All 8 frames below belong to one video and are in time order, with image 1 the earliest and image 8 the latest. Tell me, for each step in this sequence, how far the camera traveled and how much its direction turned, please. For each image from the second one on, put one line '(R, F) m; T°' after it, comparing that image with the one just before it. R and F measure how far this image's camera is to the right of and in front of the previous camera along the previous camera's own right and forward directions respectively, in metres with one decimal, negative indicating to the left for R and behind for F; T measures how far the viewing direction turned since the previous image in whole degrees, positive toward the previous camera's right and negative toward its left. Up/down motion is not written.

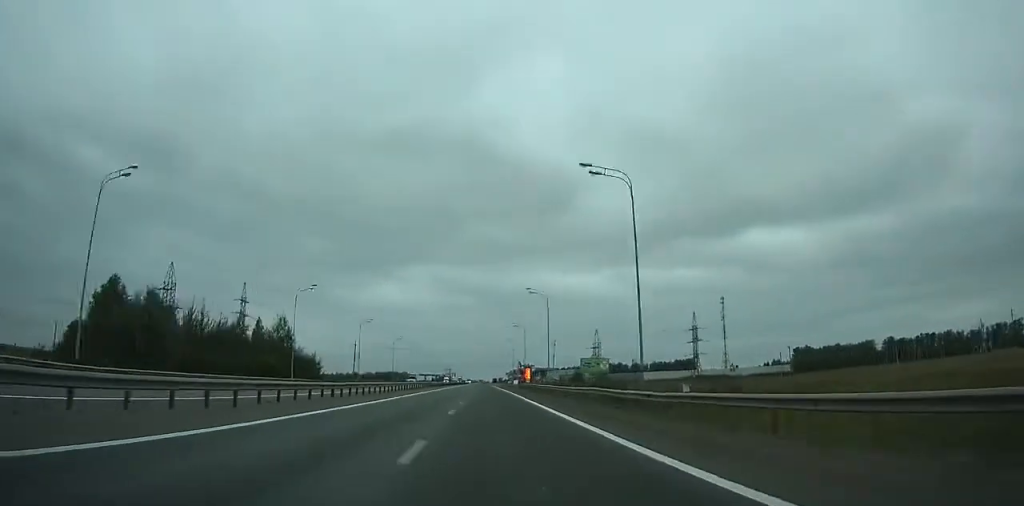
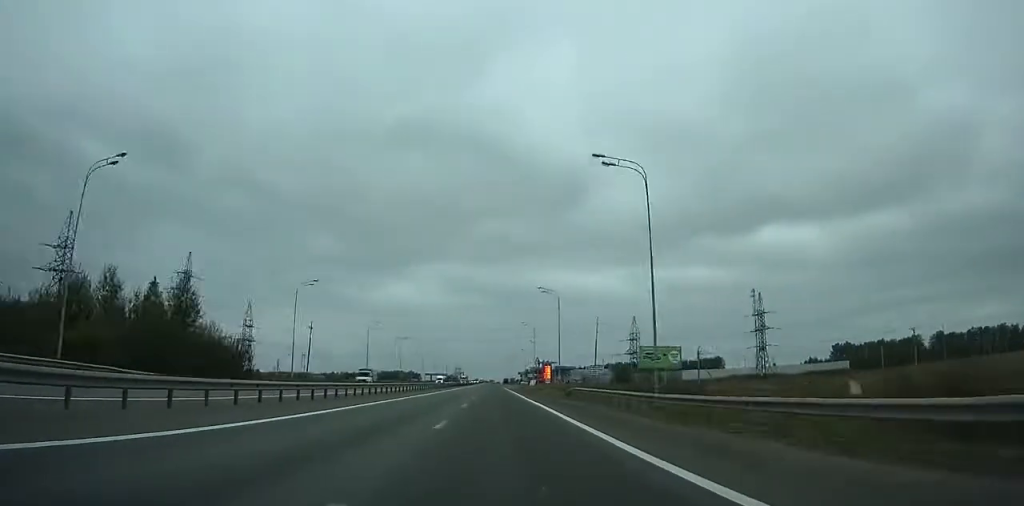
(-0.1, +43.1) m; 0°
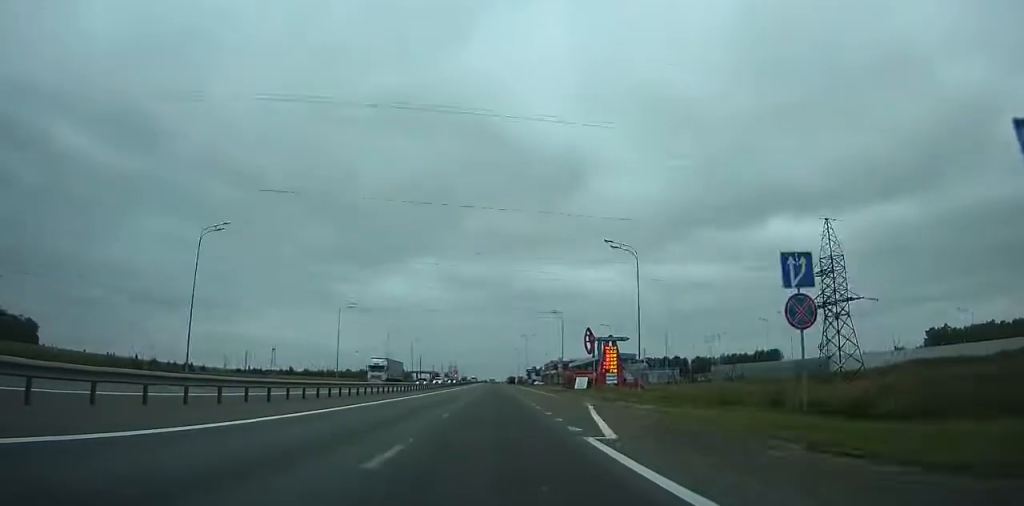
(-1.2, +106.9) m; -1°
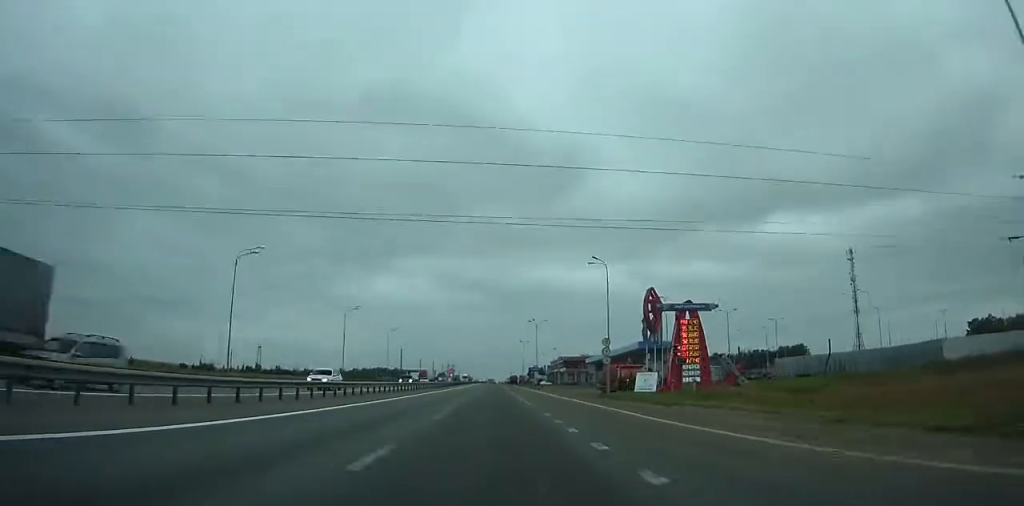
(-0.2, +37.3) m; 0°
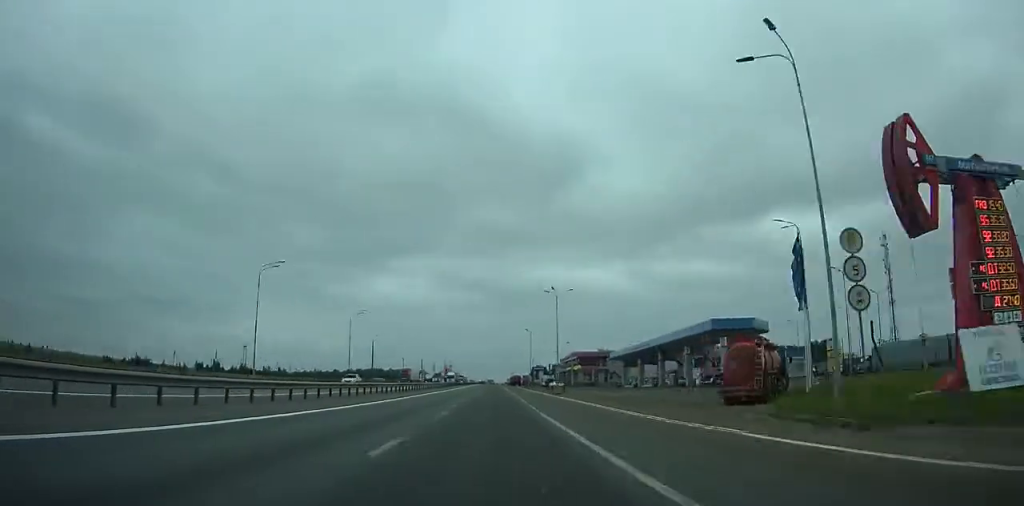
(0.0, +35.0) m; 0°
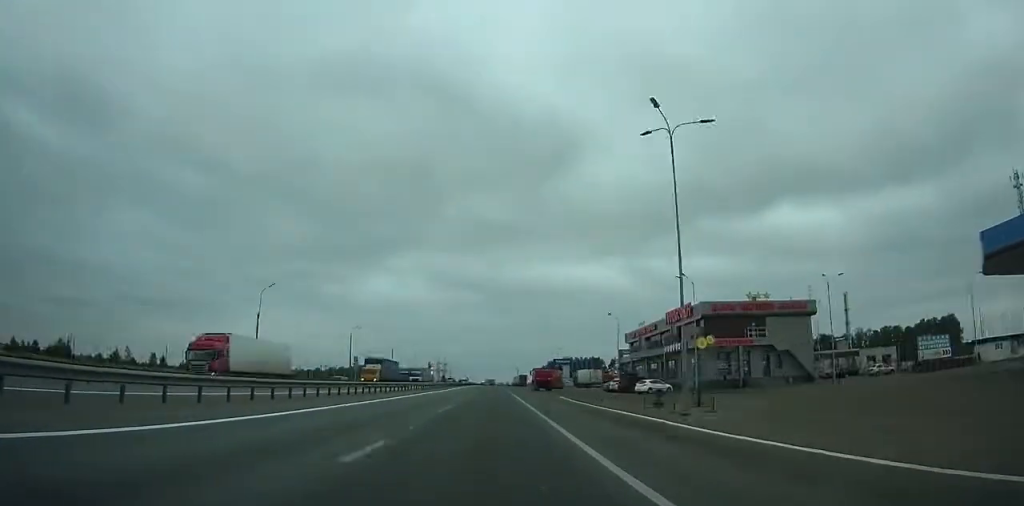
(+0.4, +95.4) m; 0°
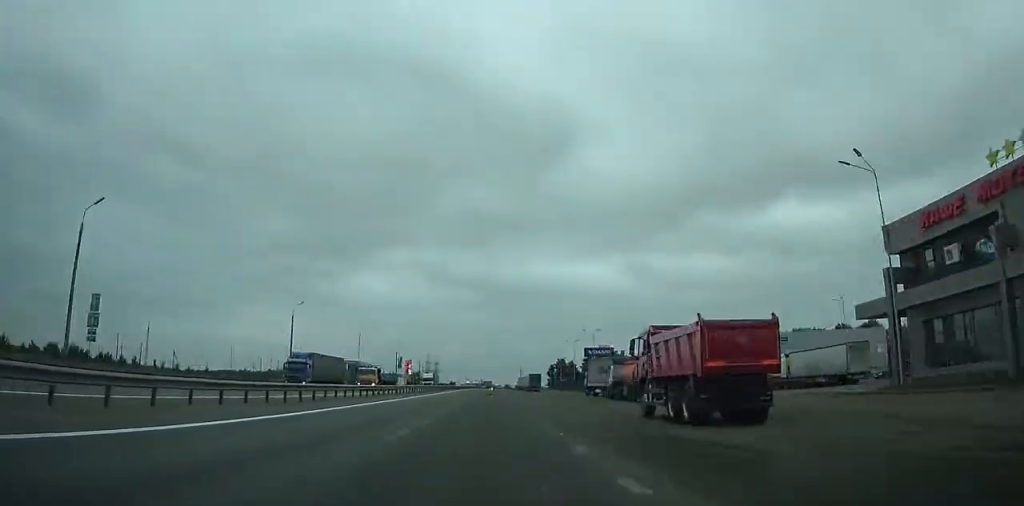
(-0.3, +67.1) m; 0°
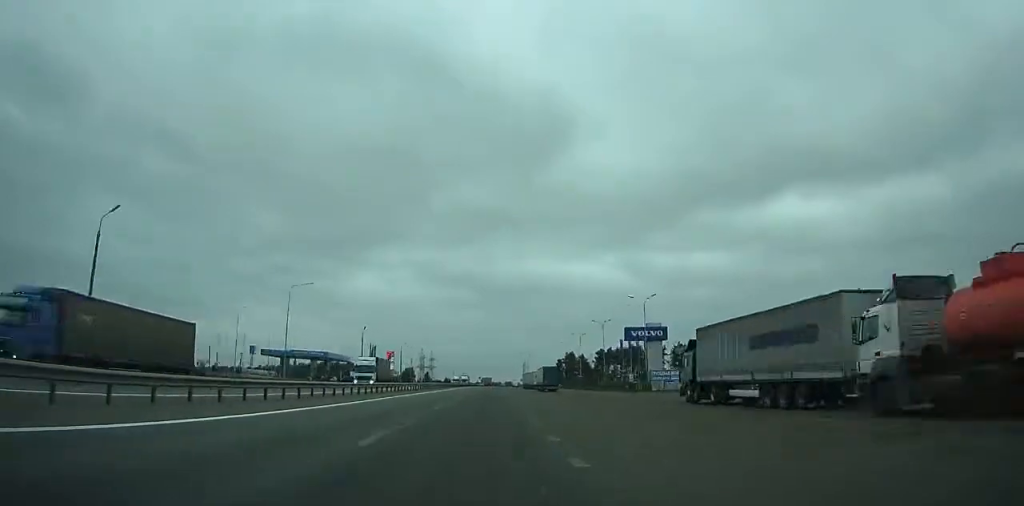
(0.0, +35.9) m; 0°
